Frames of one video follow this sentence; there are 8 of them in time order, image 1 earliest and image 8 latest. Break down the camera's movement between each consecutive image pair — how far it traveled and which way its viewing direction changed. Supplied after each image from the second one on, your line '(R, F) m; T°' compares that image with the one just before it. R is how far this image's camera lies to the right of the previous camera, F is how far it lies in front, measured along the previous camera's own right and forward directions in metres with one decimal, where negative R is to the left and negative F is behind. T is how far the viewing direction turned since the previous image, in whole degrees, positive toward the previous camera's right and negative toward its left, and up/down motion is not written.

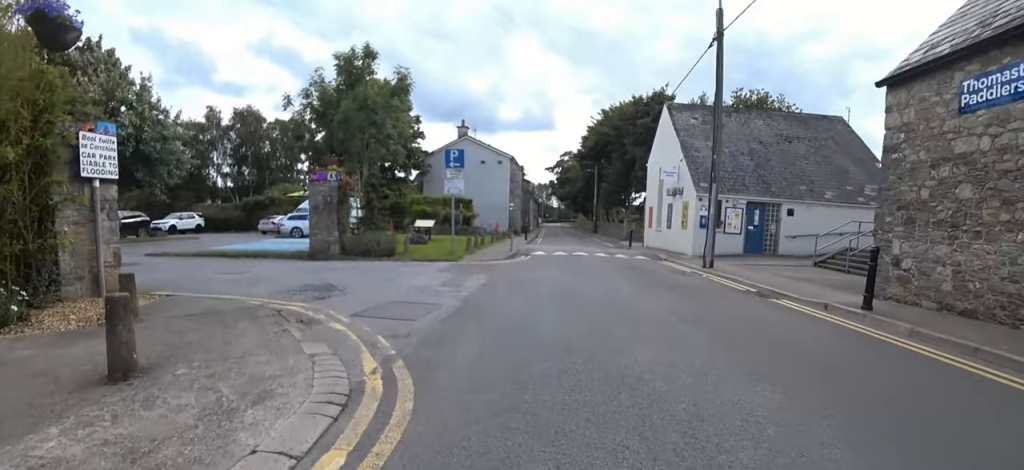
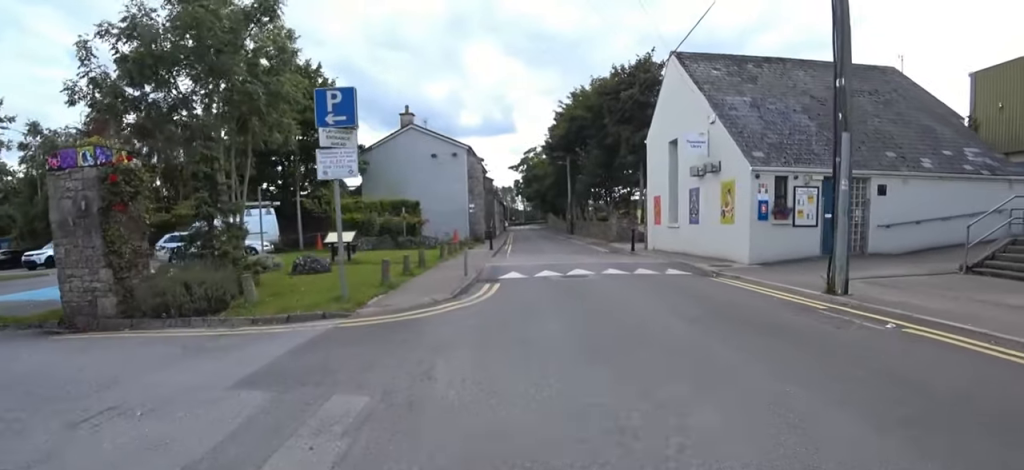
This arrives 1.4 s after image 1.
(0.0, +6.3) m; +12°
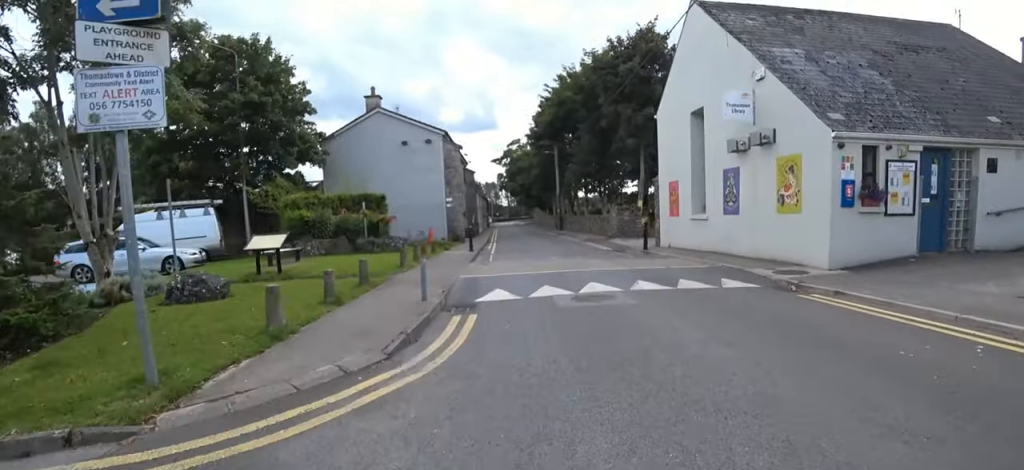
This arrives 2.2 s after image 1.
(+0.5, +3.3) m; +6°
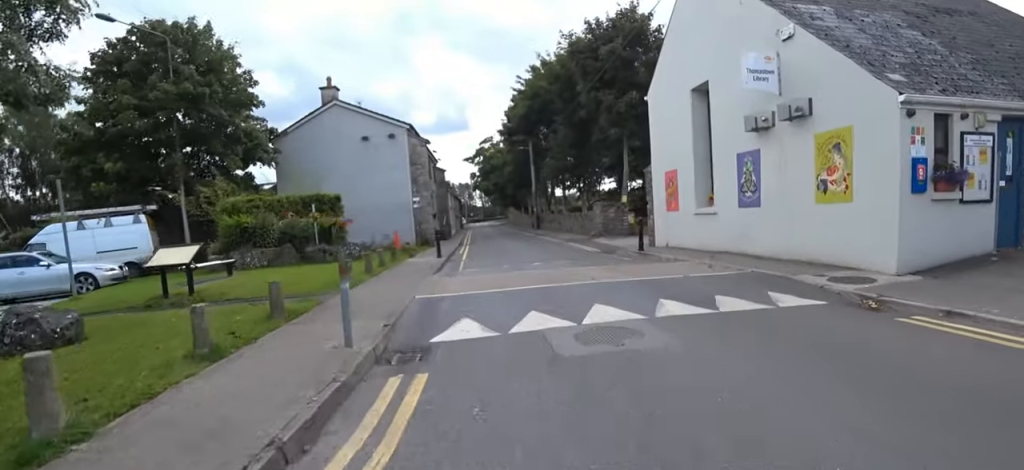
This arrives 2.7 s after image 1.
(+0.3, +2.0) m; +2°
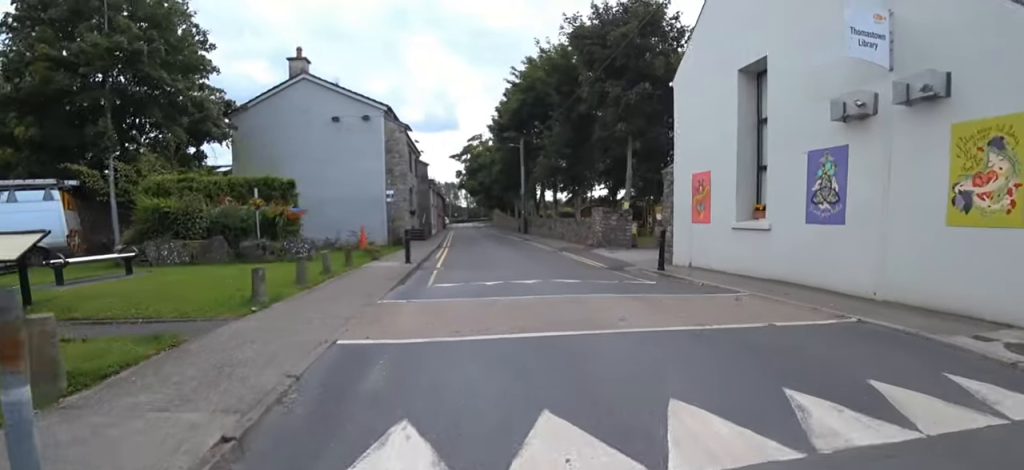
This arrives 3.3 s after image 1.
(-0.3, +2.4) m; -5°
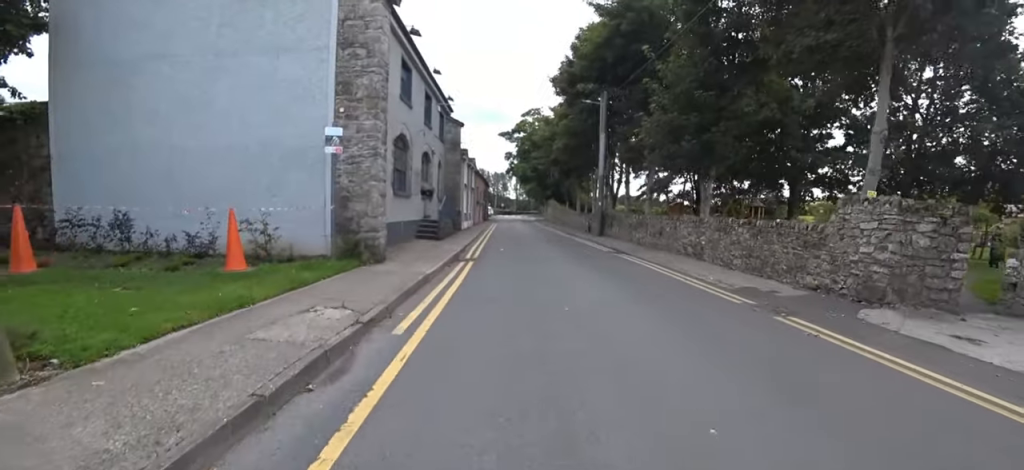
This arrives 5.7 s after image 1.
(-0.6, +10.3) m; +5°
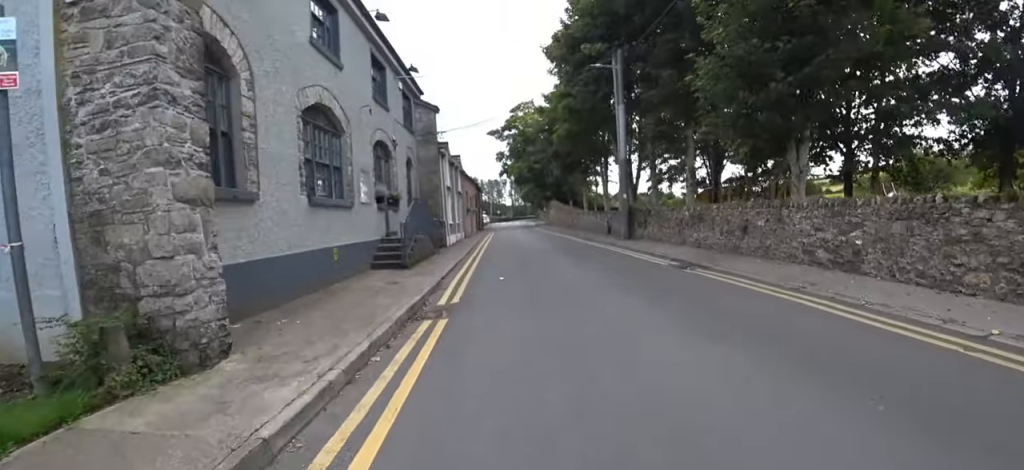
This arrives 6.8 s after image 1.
(+0.3, +5.1) m; -4°
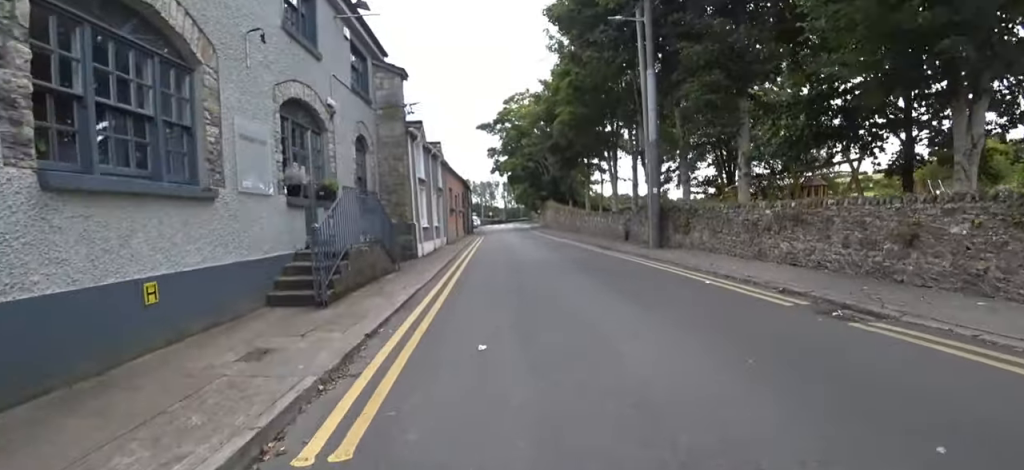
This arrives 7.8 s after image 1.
(-0.5, +4.2) m; -7°
